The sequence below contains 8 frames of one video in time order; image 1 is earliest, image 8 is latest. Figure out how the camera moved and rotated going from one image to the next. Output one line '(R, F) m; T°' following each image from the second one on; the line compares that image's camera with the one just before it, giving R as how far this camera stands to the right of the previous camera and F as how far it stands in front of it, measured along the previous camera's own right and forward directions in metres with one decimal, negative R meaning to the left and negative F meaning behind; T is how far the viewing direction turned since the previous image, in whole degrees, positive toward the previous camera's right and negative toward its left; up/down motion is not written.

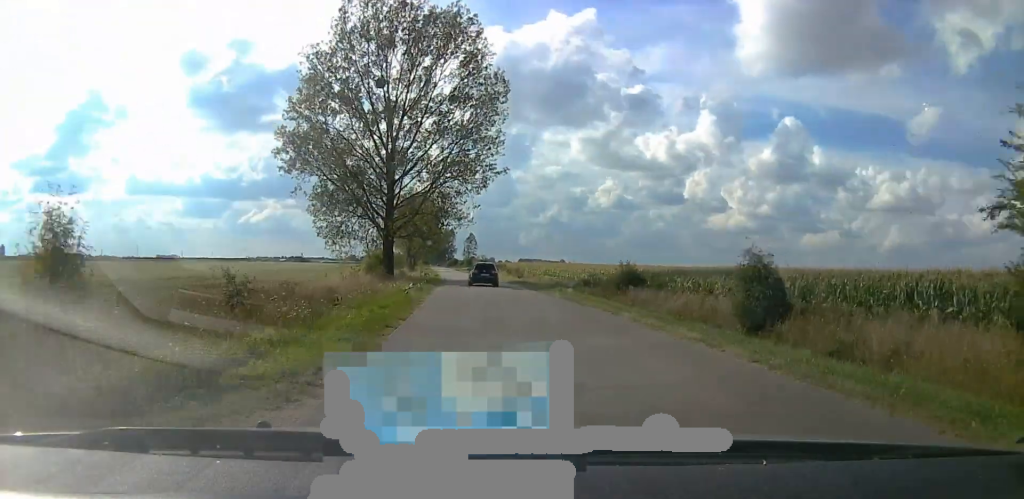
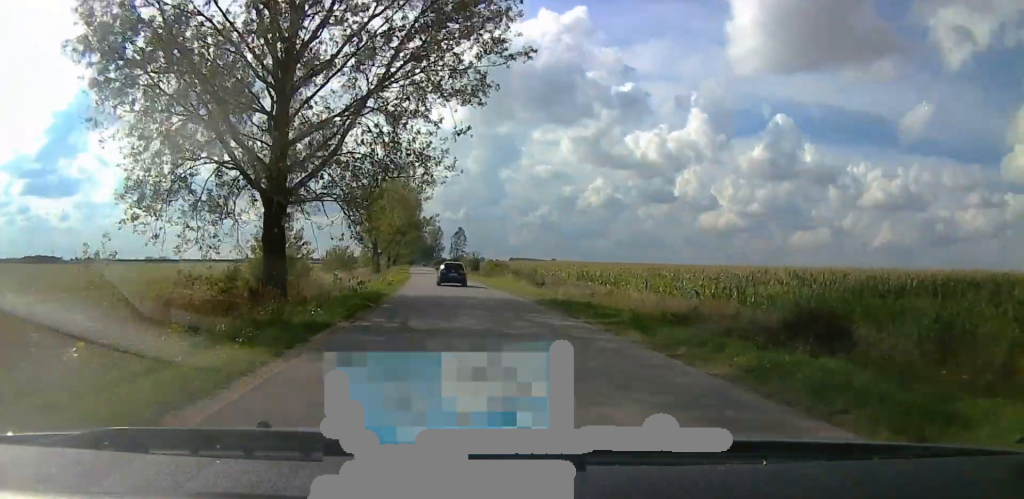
(0.0, +30.8) m; 0°
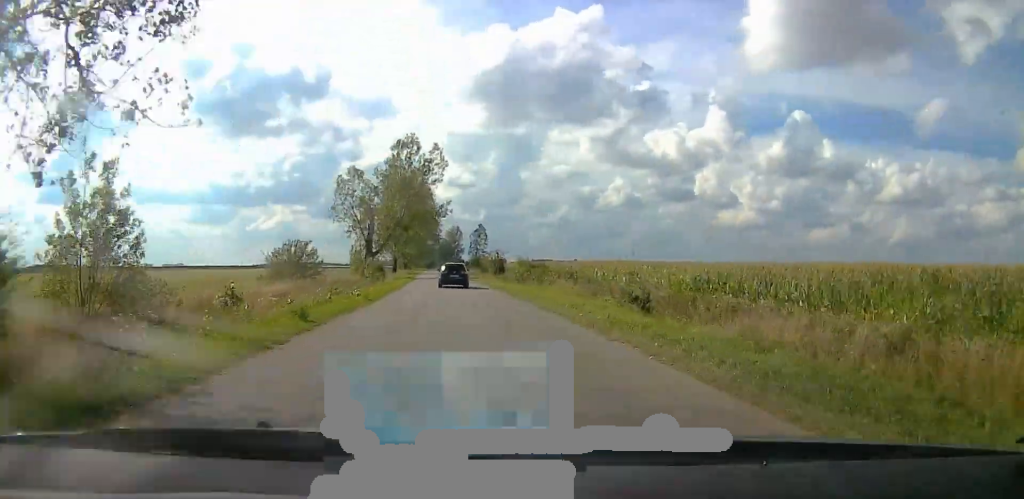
(0.0, +21.2) m; 0°
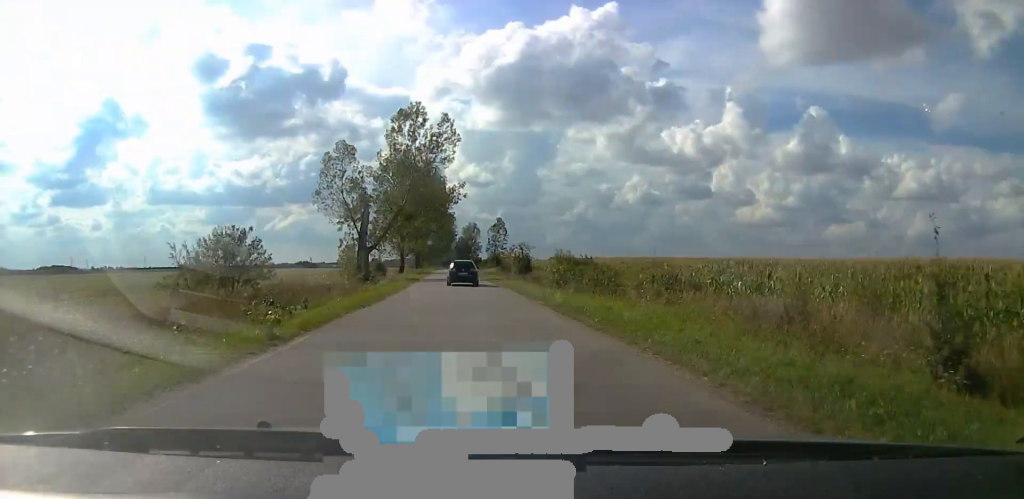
(0.0, +13.7) m; 0°
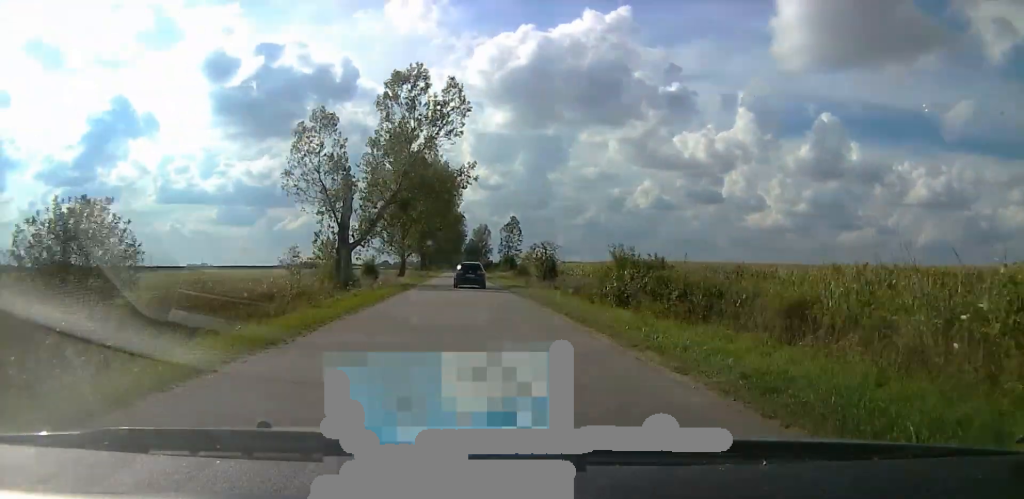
(0.0, +12.2) m; 0°
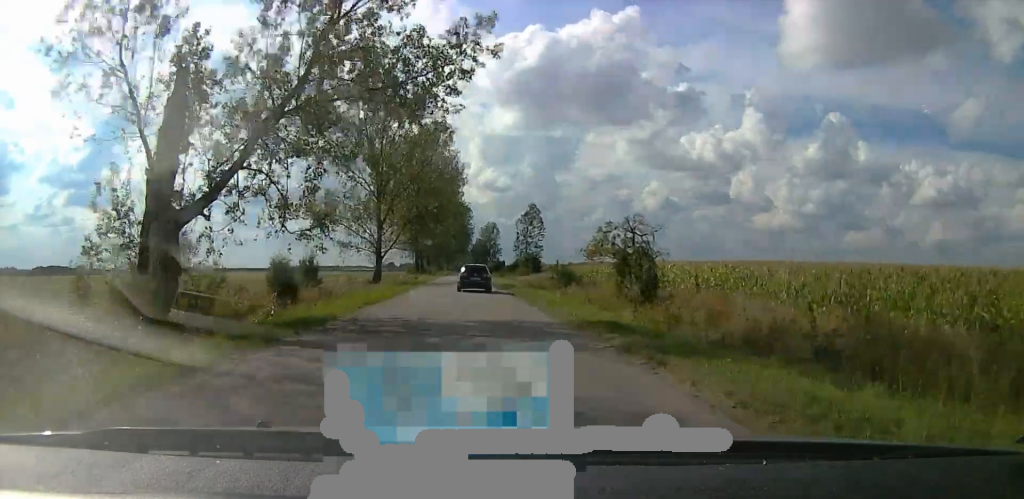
(0.0, +26.8) m; 0°
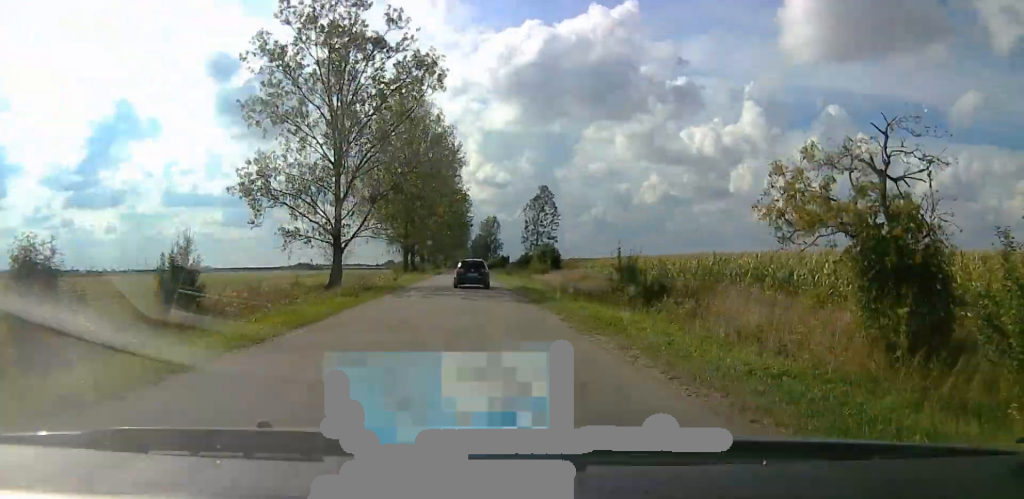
(0.0, +16.8) m; 0°
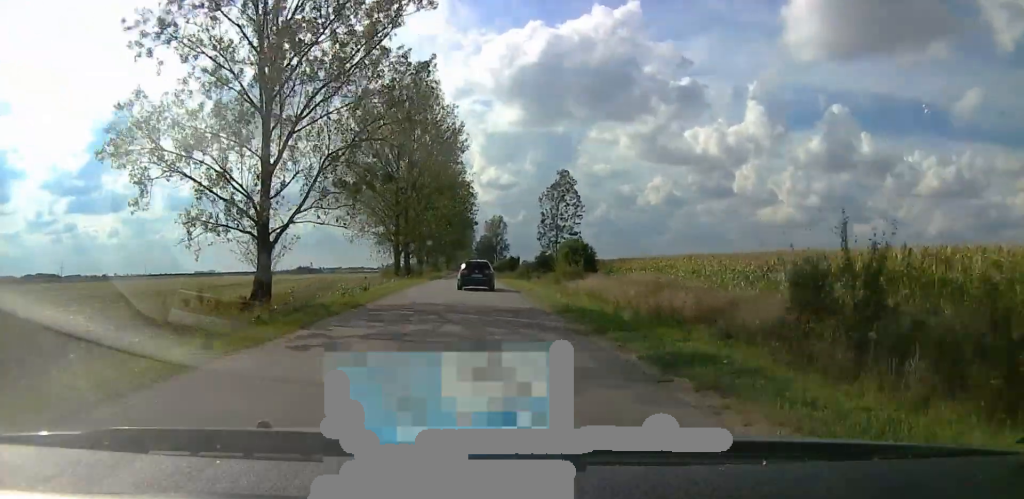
(0.0, +14.5) m; 0°
